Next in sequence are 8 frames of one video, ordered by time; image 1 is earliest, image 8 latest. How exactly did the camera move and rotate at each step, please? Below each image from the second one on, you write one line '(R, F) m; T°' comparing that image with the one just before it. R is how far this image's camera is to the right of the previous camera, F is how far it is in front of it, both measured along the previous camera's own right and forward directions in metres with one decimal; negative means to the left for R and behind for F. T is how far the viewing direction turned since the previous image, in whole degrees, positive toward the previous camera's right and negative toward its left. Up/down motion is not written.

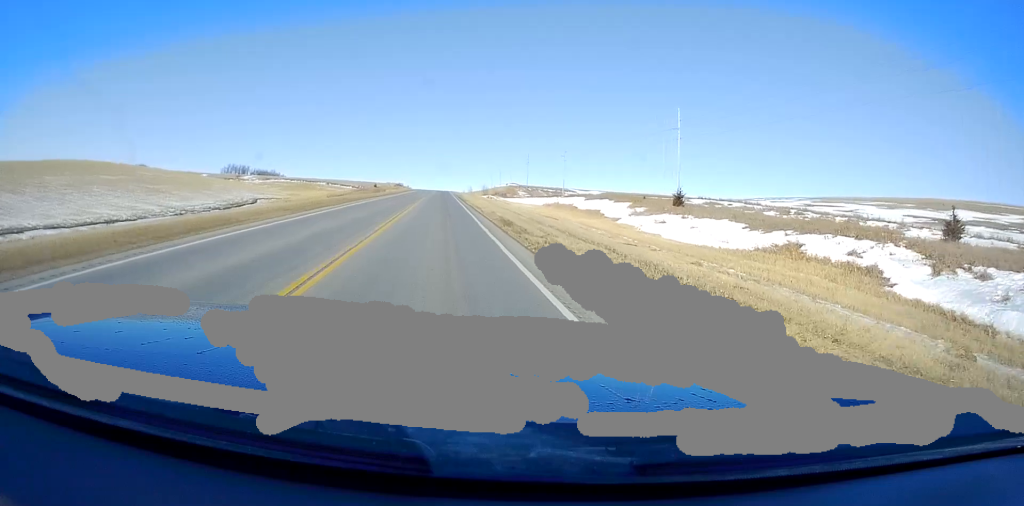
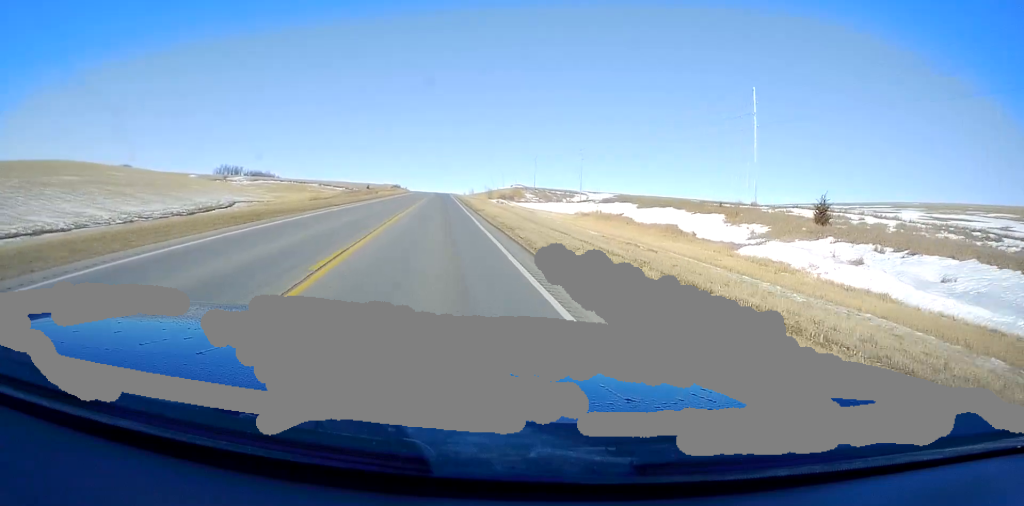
(+0.2, +21.1) m; +1°
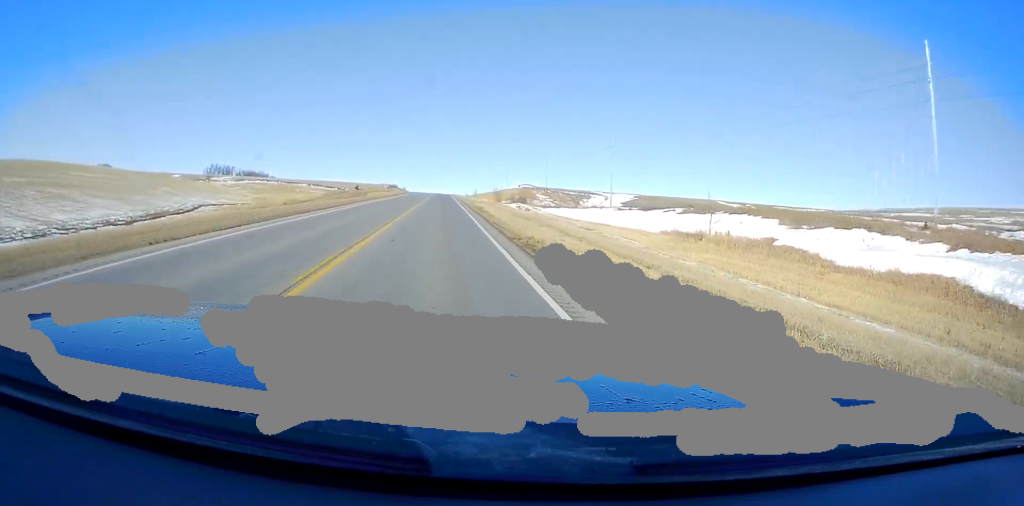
(+0.2, +26.2) m; 0°
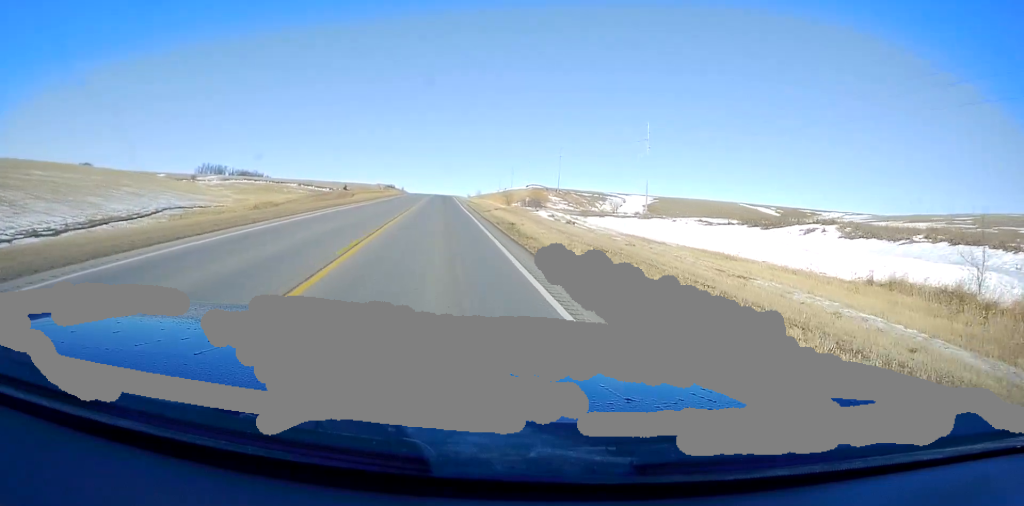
(+0.1, +20.9) m; -1°
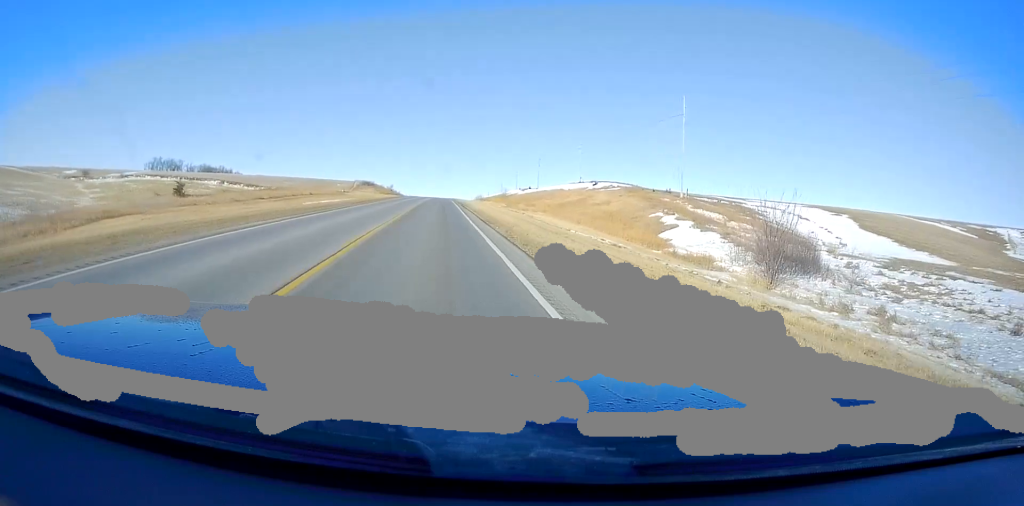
(+0.7, +97.4) m; +1°
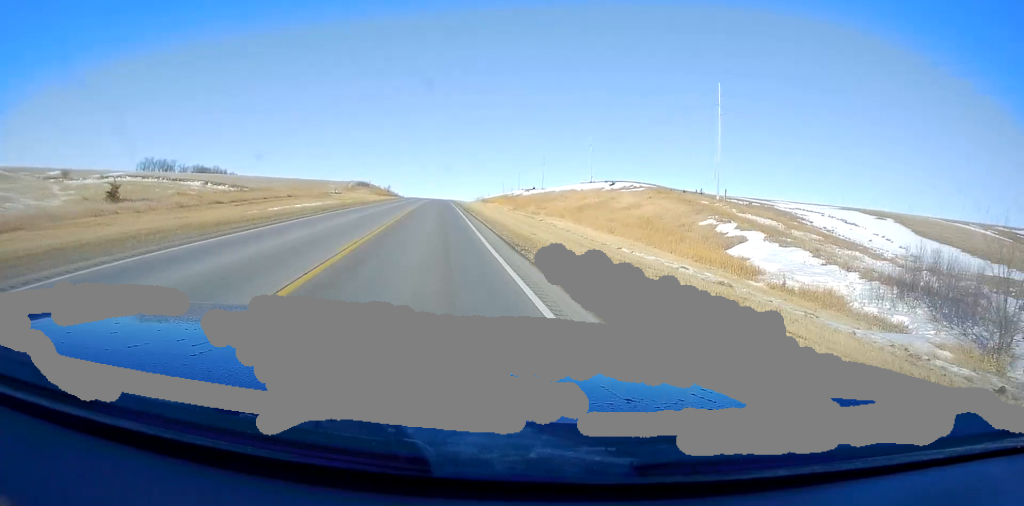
(0.0, +12.5) m; 0°
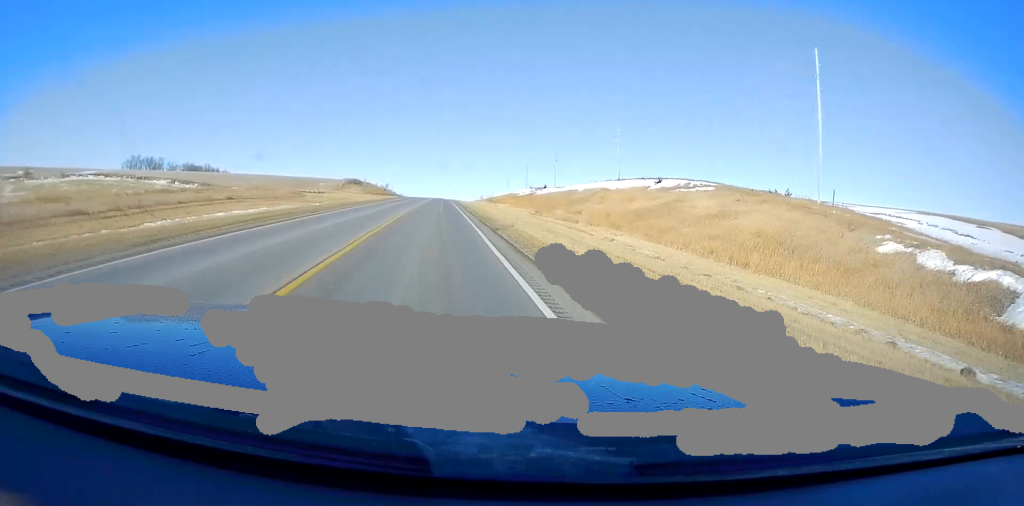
(0.0, +22.5) m; 0°
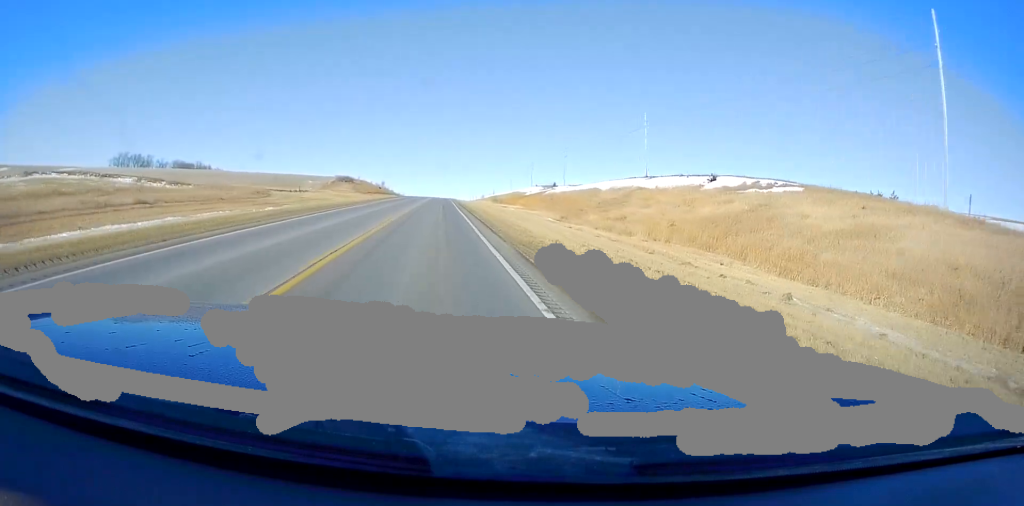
(0.0, +17.6) m; 0°
